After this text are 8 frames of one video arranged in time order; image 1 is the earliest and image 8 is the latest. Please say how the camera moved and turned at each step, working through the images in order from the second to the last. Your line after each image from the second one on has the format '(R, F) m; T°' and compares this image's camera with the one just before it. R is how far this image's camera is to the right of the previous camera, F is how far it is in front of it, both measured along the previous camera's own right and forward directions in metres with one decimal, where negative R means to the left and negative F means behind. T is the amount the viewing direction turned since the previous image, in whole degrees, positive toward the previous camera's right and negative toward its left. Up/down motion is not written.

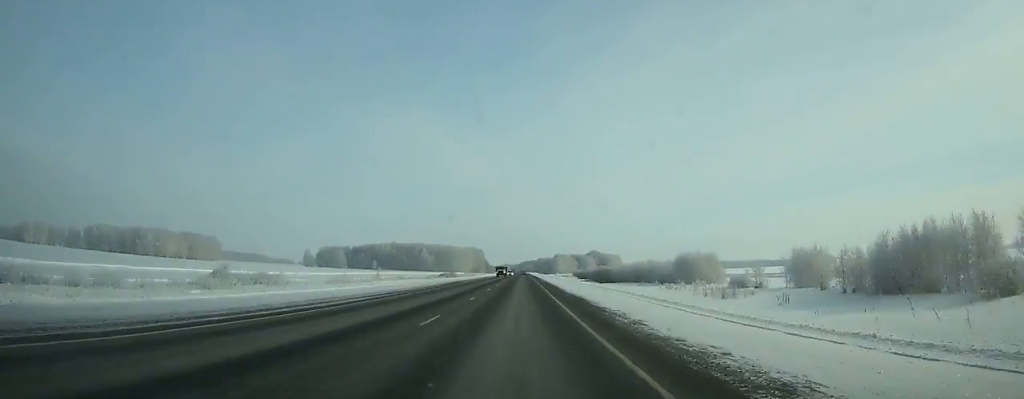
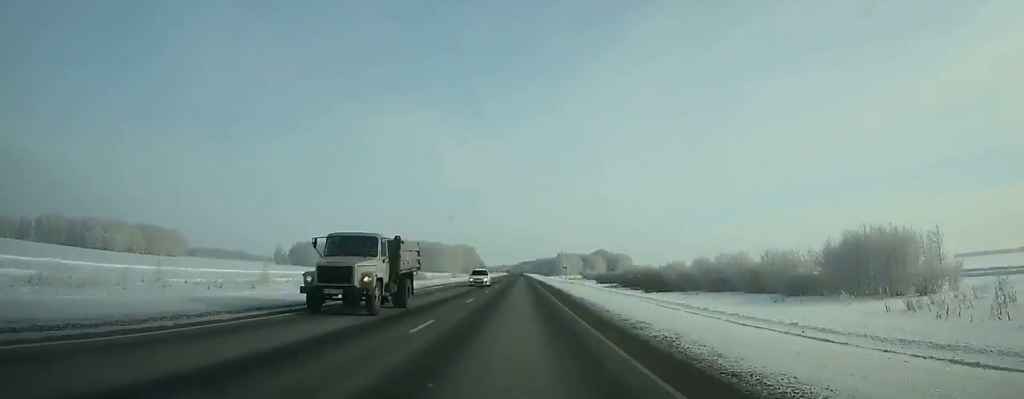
(0.0, +62.7) m; 0°
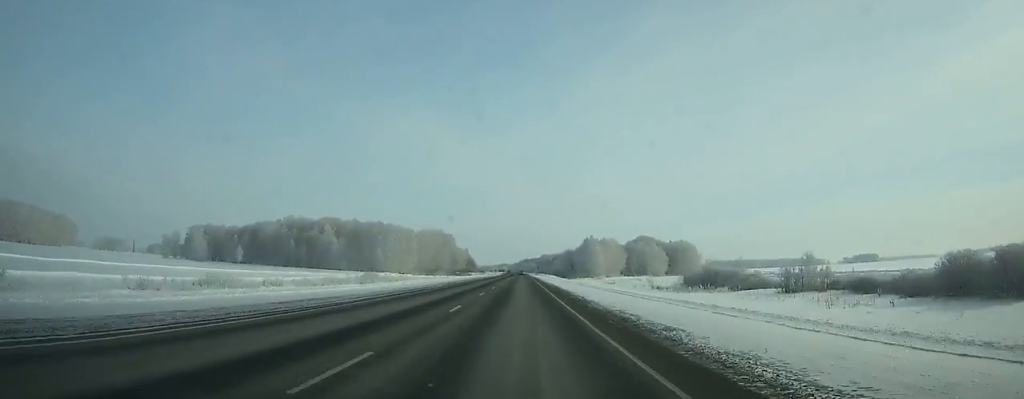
(-0.6, +161.2) m; 0°
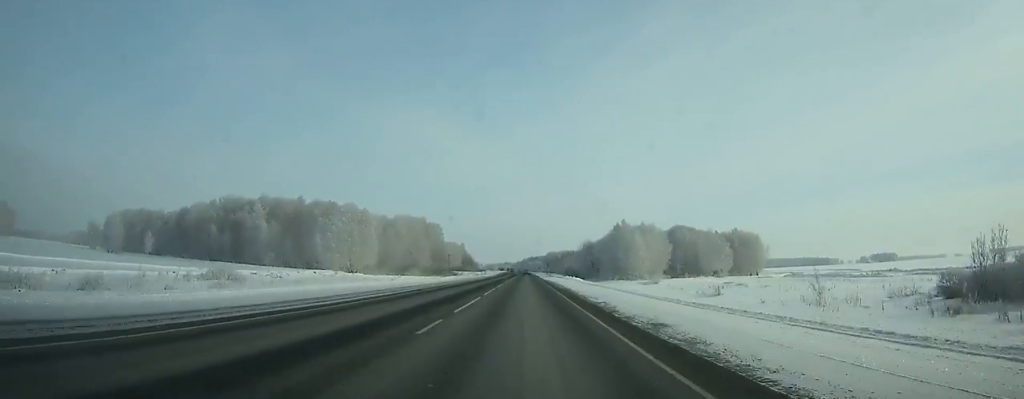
(0.0, +65.0) m; 0°
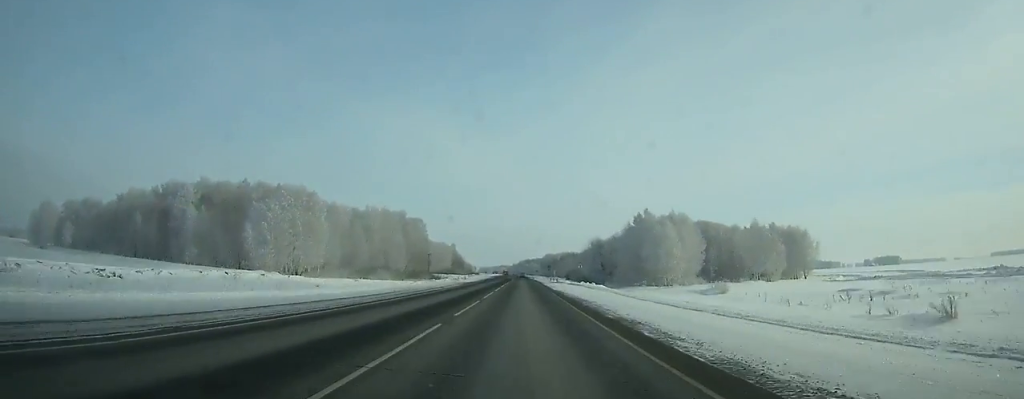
(+0.1, +35.1) m; 0°
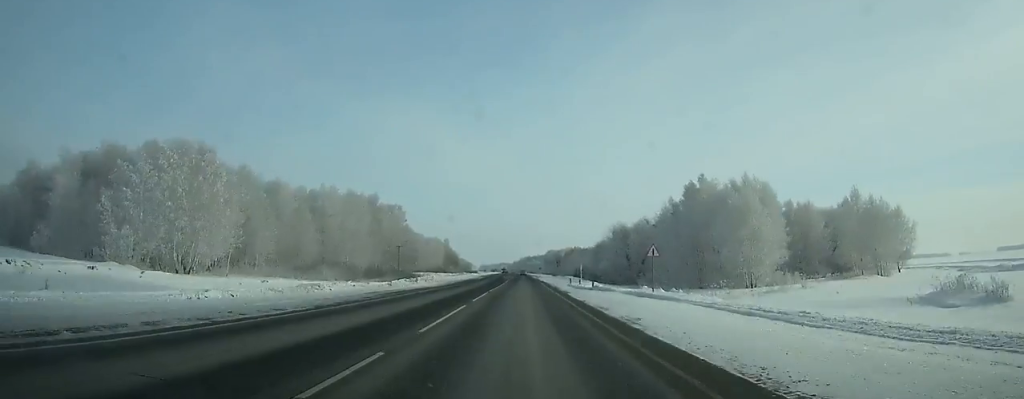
(0.0, +40.8) m; 0°
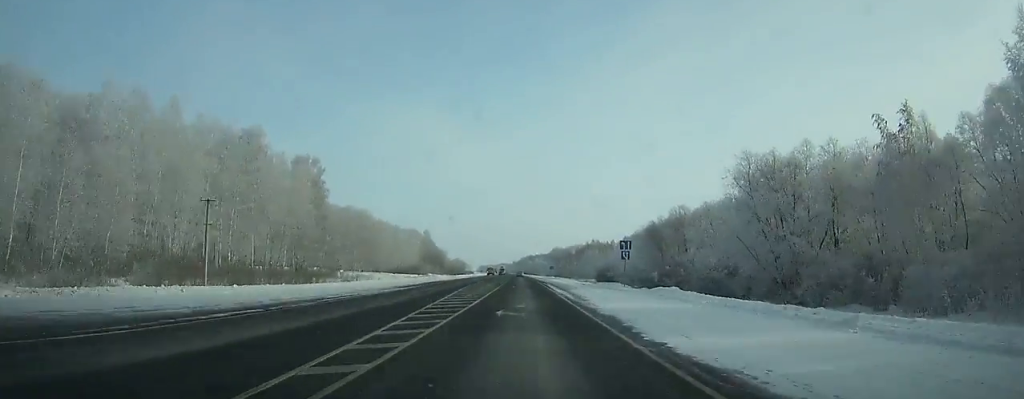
(0.0, +80.3) m; 0°
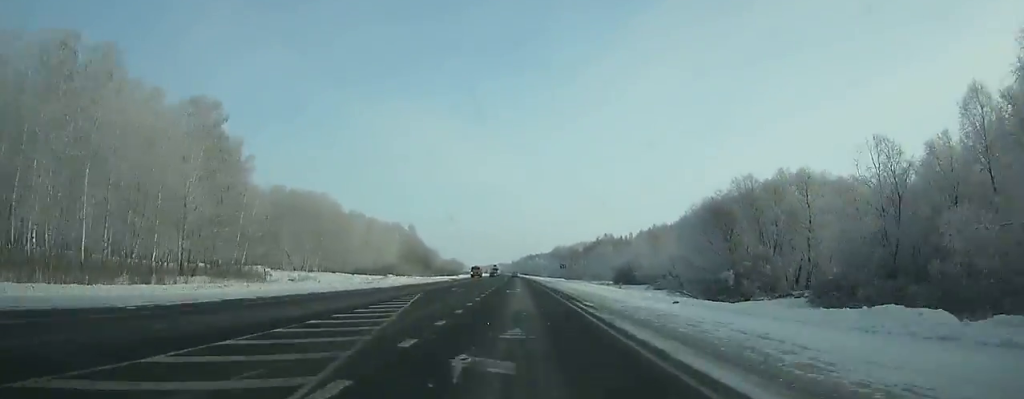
(-0.2, +39.4) m; 0°
